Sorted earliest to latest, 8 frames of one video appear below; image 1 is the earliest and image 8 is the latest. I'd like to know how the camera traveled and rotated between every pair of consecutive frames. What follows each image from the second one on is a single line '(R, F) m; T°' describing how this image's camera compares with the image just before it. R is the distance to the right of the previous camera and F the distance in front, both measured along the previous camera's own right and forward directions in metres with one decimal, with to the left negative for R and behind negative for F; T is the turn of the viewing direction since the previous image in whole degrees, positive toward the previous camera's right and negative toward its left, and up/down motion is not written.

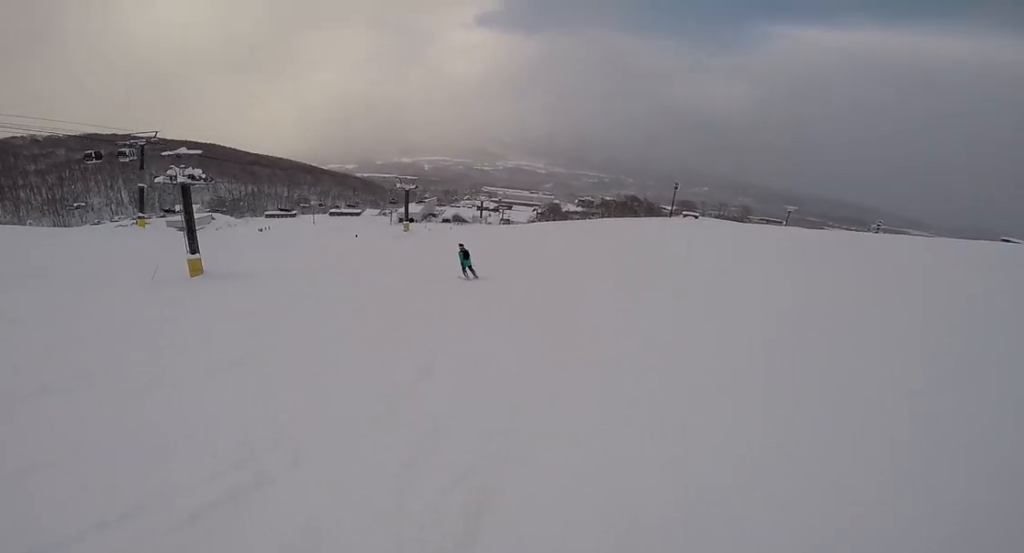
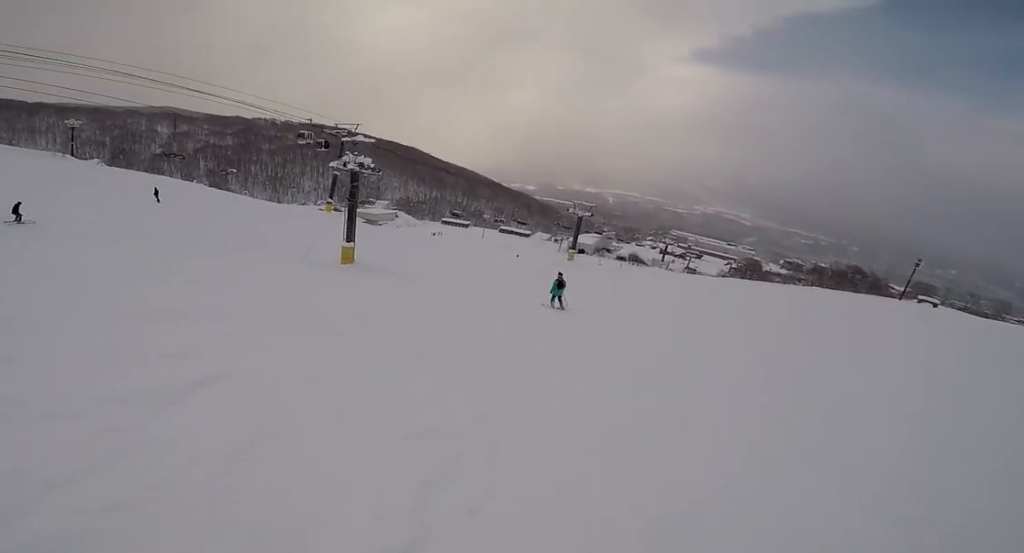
(-0.2, +3.8) m; -4°
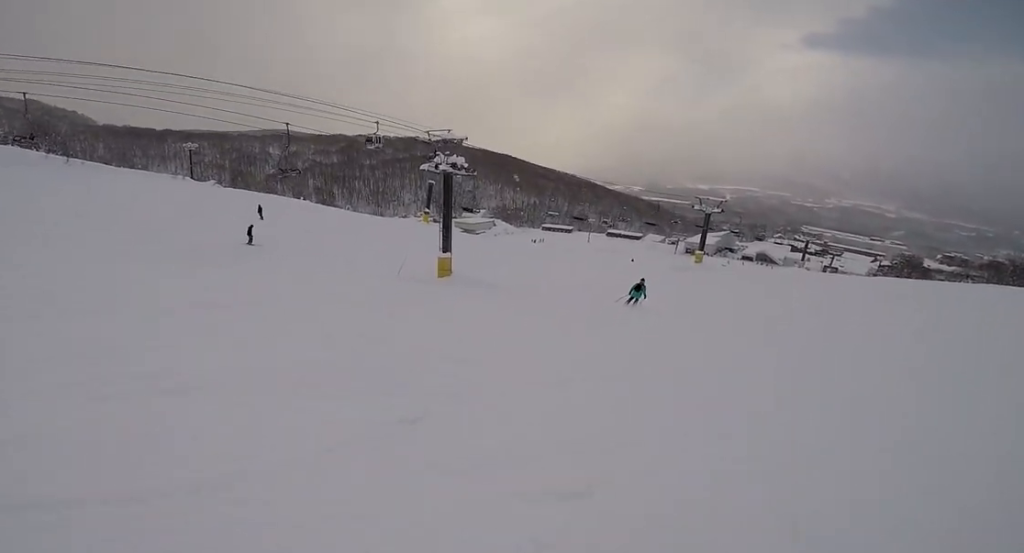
(0.0, +4.0) m; +1°
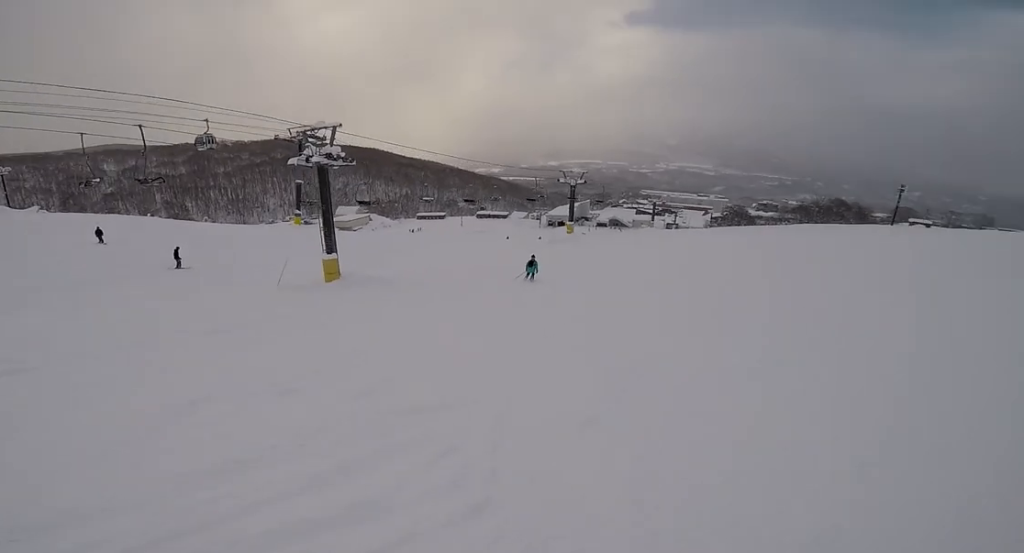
(0.0, +2.6) m; +15°
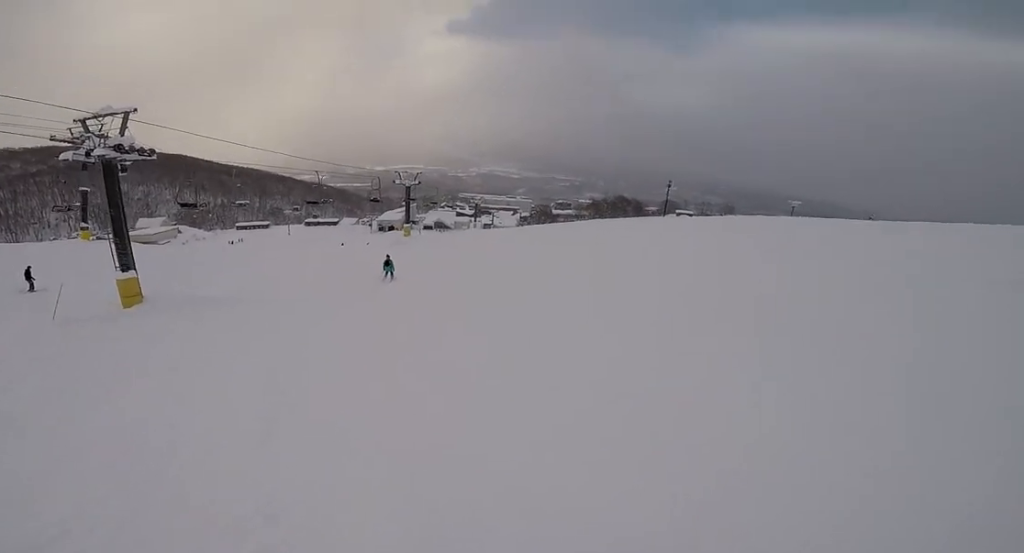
(+0.3, +2.5) m; +8°
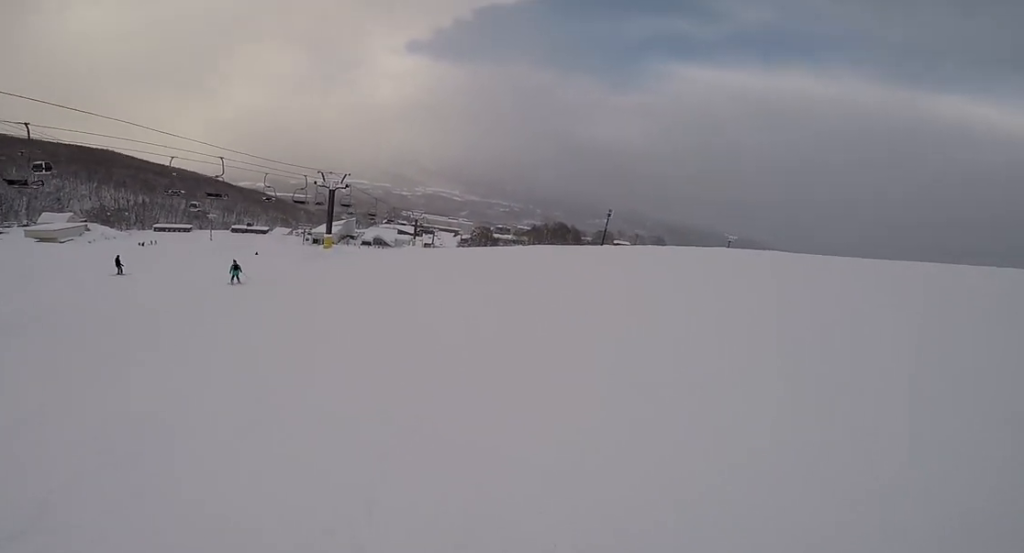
(-0.1, +7.9) m; -9°
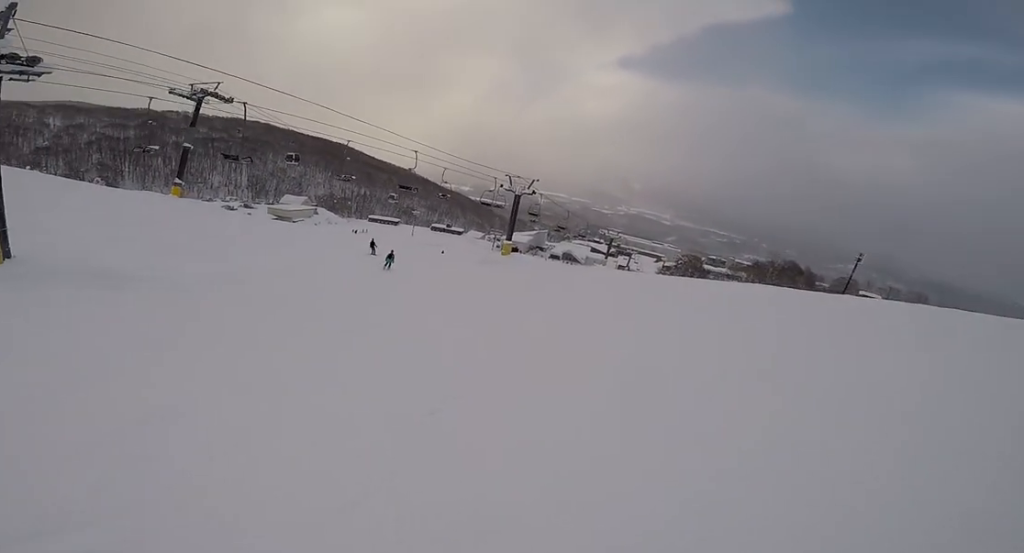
(+1.0, +2.5) m; -15°
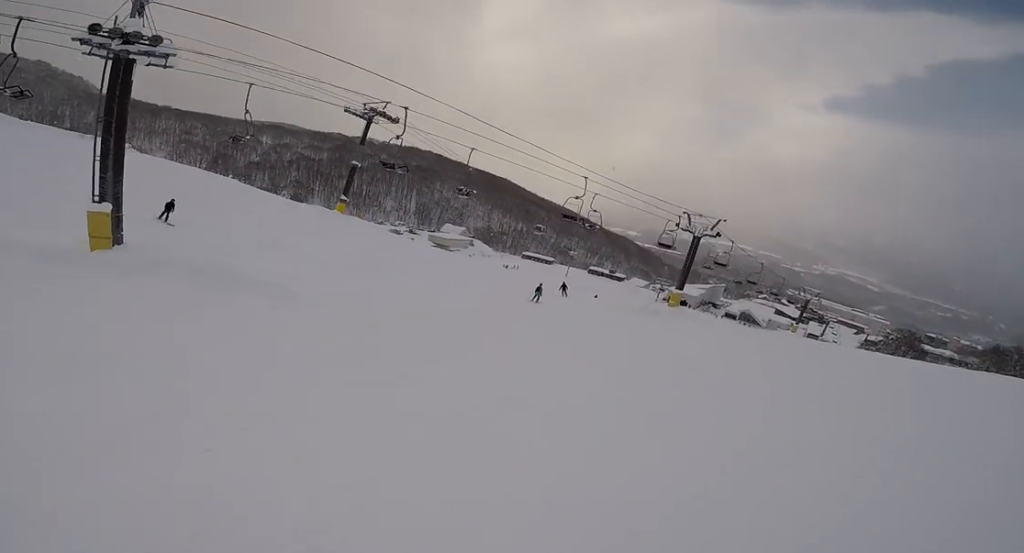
(-2.3, +3.4) m; -16°
